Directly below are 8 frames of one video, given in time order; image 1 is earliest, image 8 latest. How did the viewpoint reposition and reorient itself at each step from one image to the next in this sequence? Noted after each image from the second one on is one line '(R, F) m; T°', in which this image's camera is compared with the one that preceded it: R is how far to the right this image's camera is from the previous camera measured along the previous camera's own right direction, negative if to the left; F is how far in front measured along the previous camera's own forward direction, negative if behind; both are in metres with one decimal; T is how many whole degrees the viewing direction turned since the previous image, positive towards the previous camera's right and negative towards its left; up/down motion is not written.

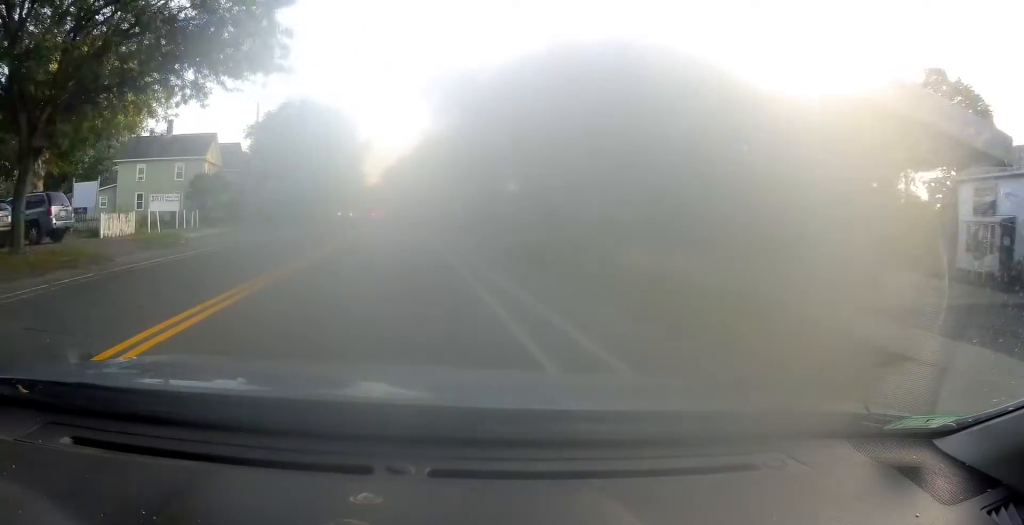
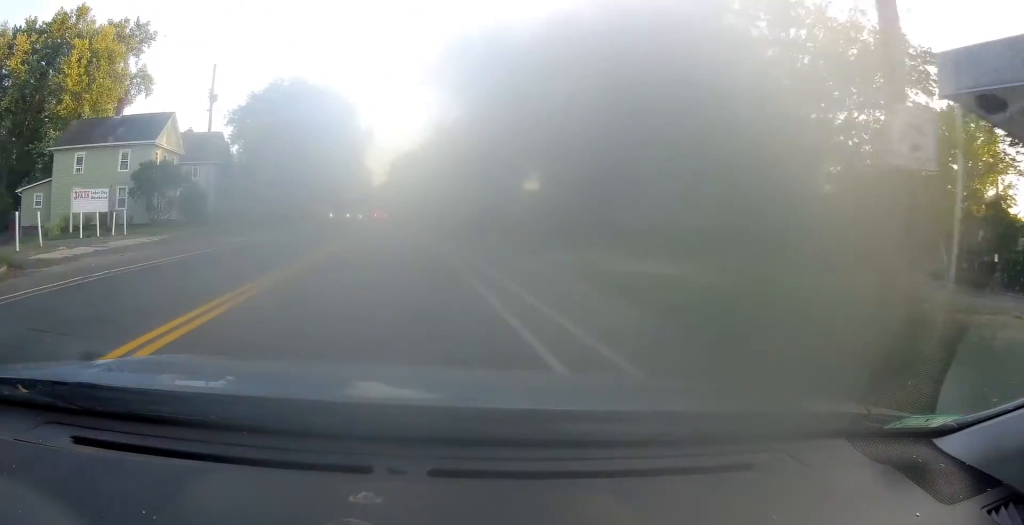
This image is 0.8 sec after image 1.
(-0.1, +11.6) m; -1°
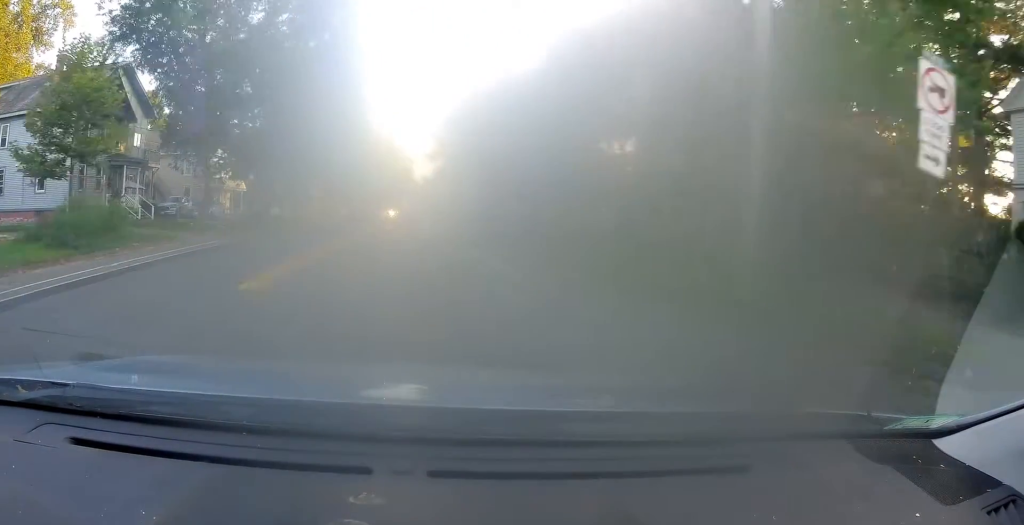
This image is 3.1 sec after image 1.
(-1.0, +34.4) m; -3°
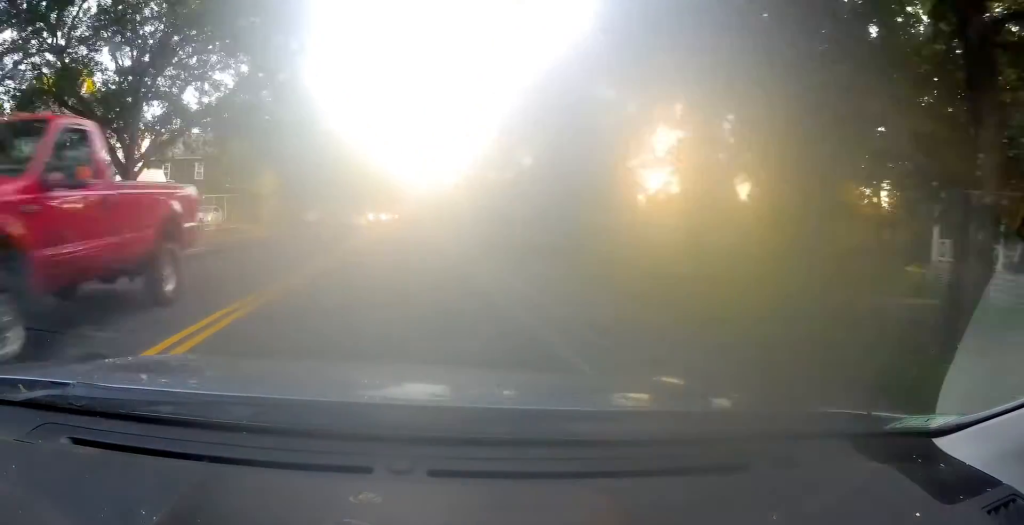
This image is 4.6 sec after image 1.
(0.0, +21.0) m; 0°
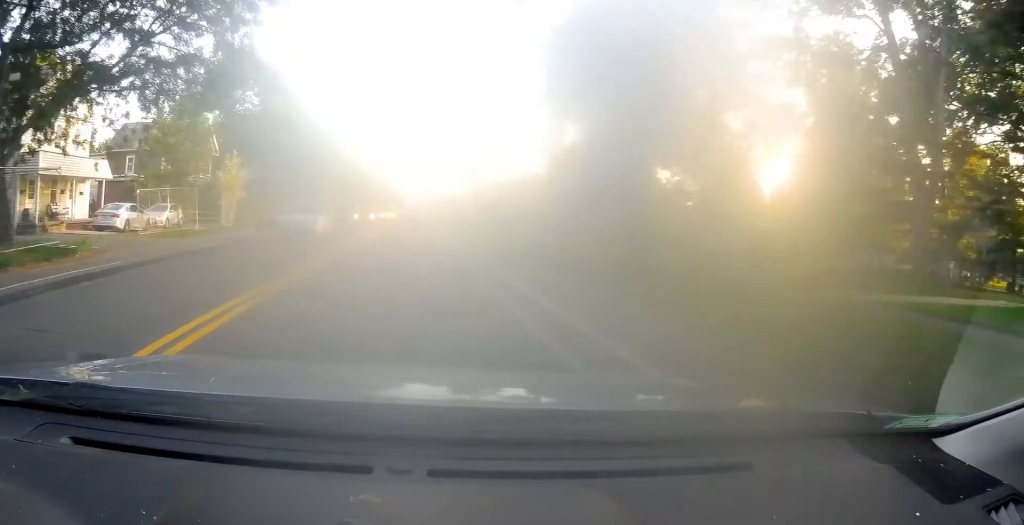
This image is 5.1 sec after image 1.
(0.0, +7.6) m; 0°
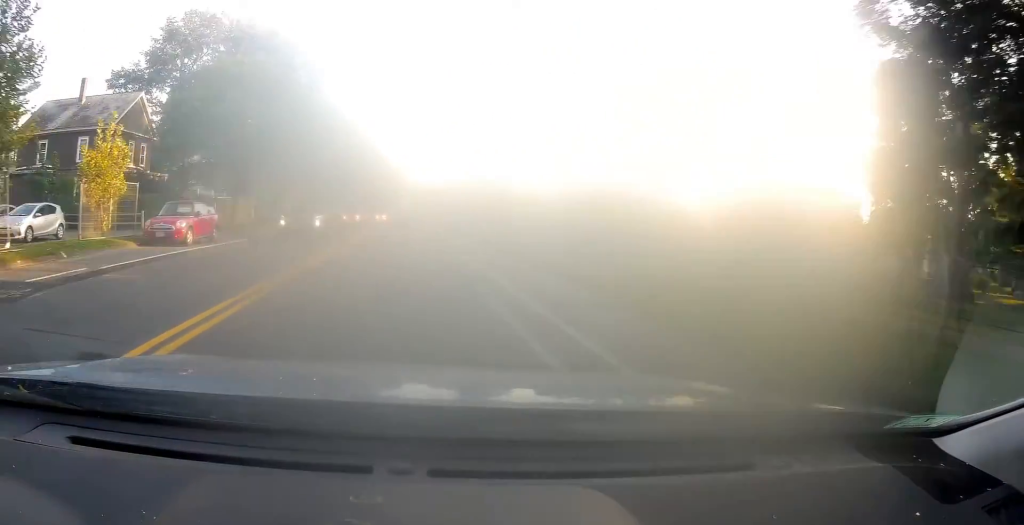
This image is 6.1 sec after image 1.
(0.0, +13.4) m; 0°
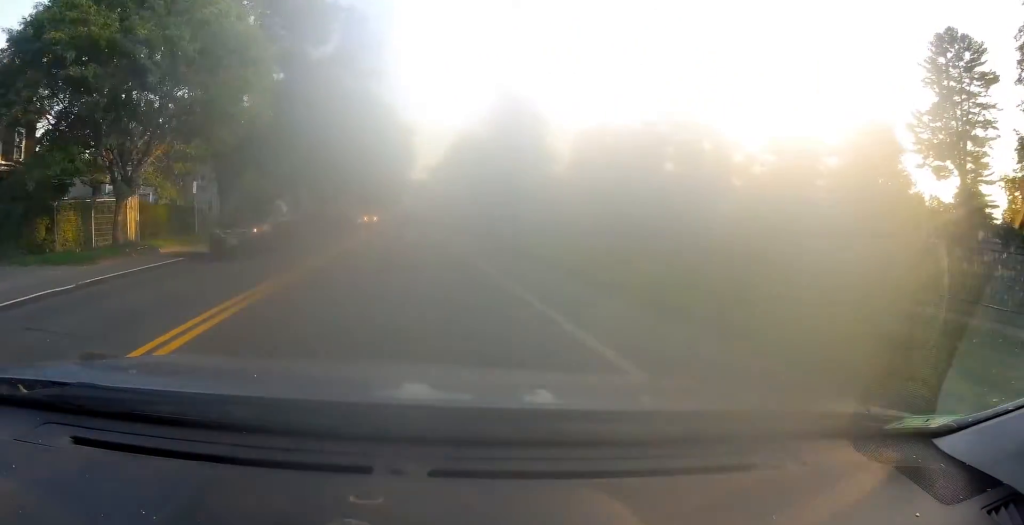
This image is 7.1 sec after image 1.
(0.0, +15.0) m; 0°
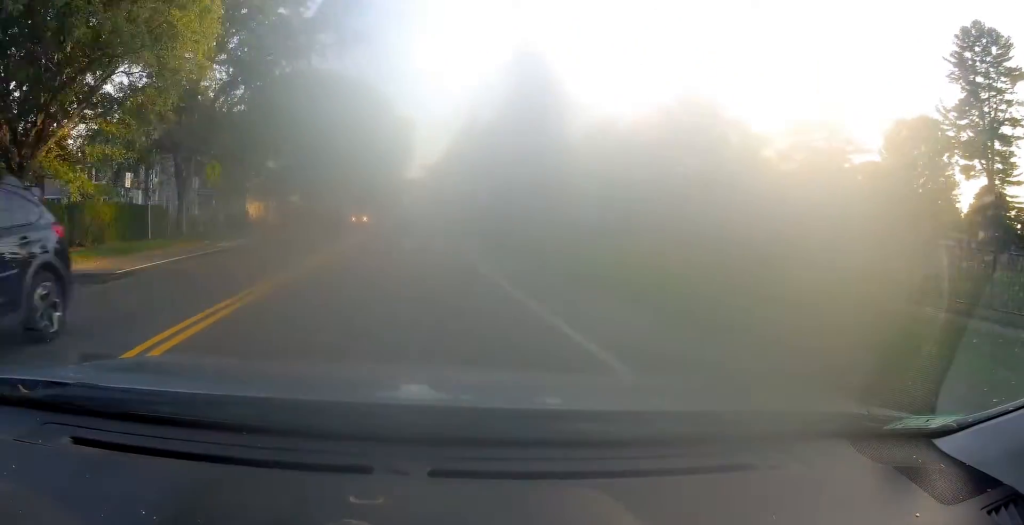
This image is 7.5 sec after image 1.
(0.0, +6.3) m; 0°
